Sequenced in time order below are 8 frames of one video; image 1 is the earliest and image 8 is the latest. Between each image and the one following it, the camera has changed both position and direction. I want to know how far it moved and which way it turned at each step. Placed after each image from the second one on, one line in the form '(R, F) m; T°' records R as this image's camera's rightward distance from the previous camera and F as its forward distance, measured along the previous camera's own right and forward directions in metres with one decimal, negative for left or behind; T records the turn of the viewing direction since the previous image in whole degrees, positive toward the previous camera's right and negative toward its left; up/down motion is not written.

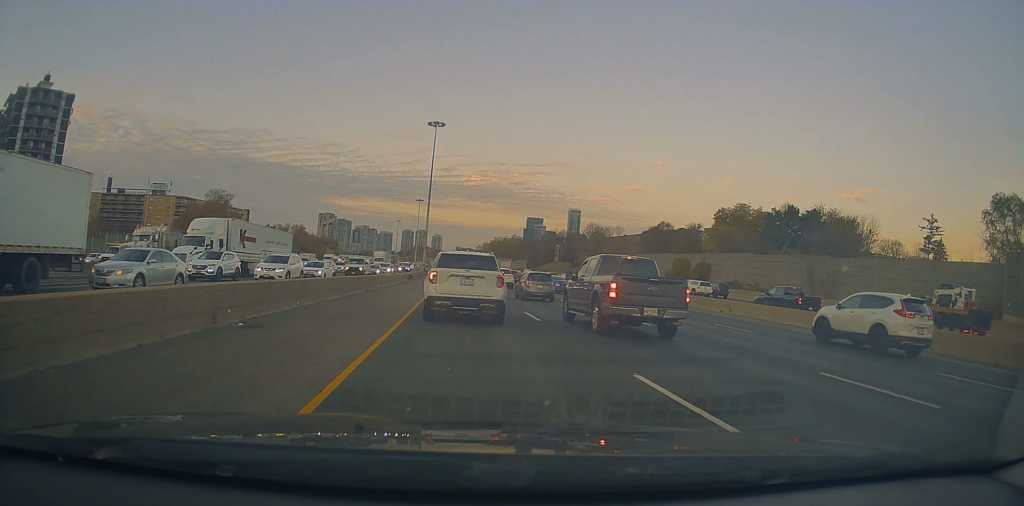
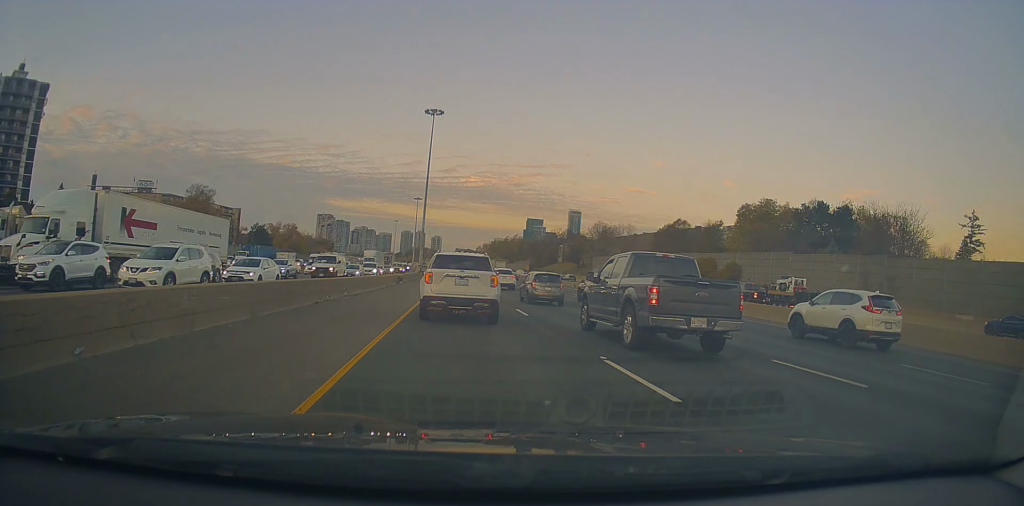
(+0.5, +10.4) m; +4°
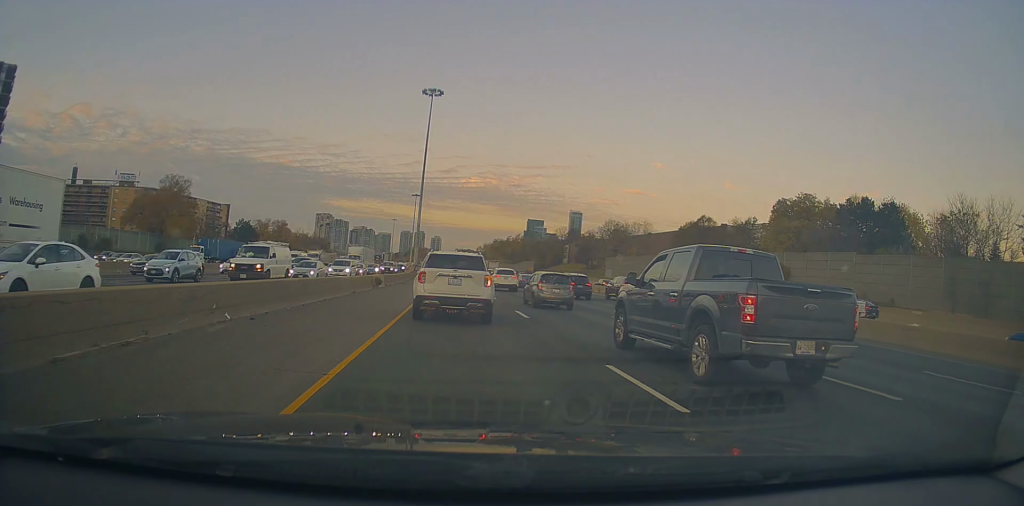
(+0.6, +12.7) m; +1°
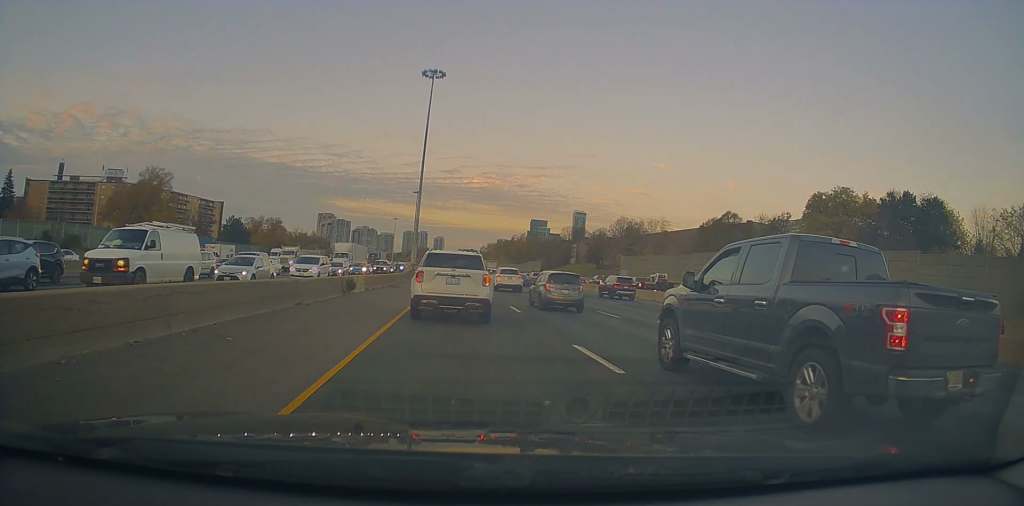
(-0.8, +9.4) m; -6°
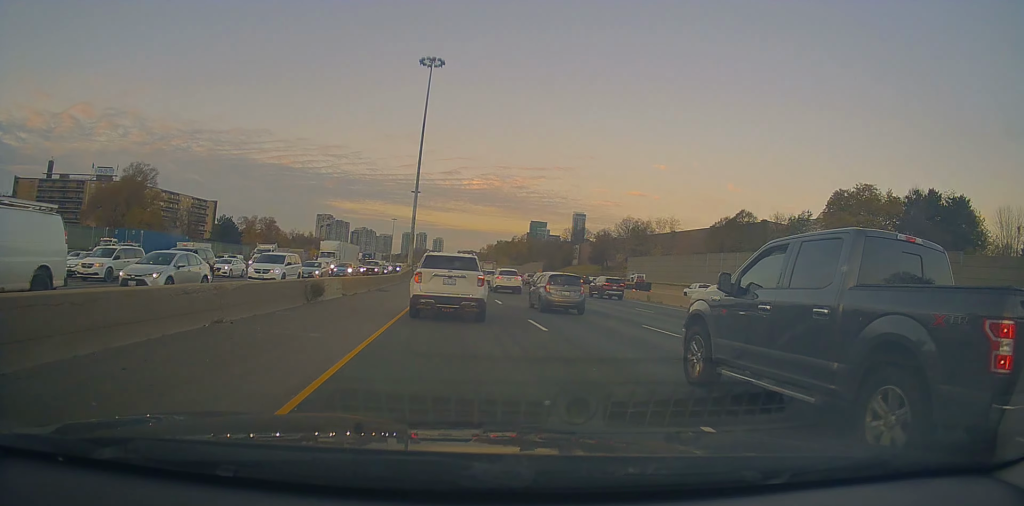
(+0.1, +6.0) m; +4°
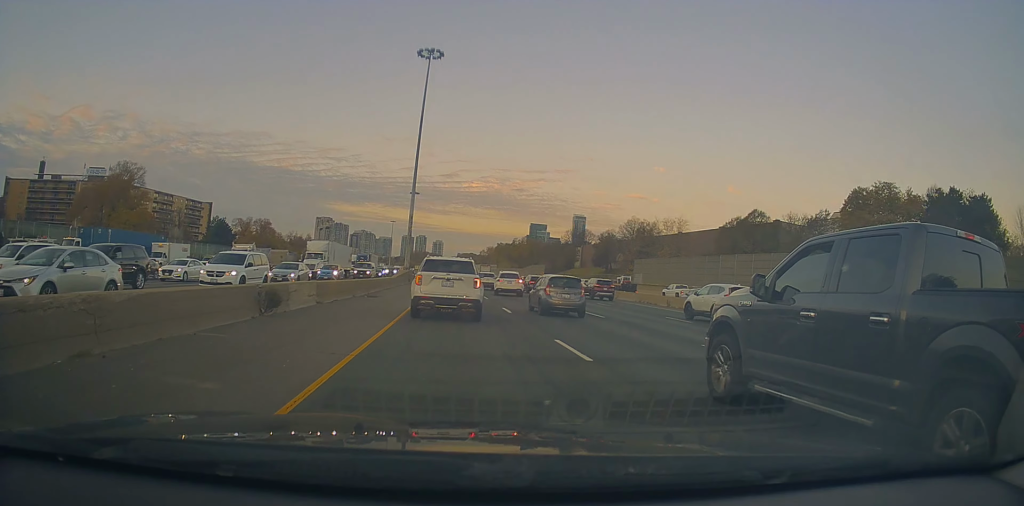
(+0.2, +4.7) m; +3°
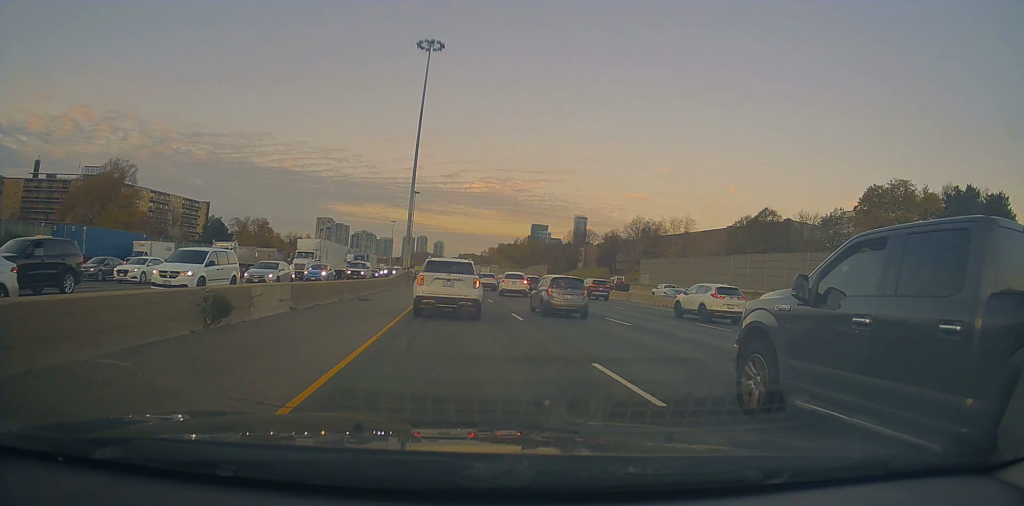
(+0.3, +3.3) m; -1°
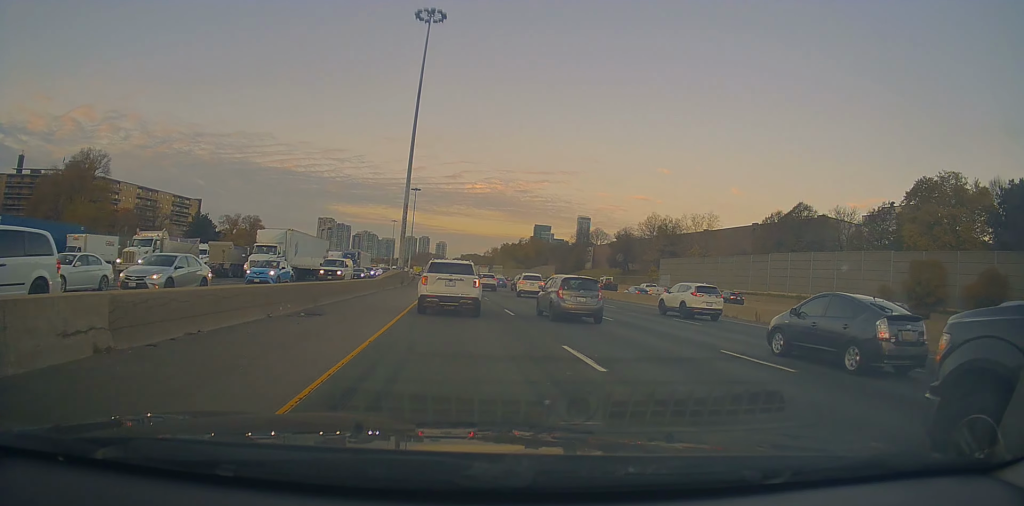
(-0.5, +9.7) m; -4°
